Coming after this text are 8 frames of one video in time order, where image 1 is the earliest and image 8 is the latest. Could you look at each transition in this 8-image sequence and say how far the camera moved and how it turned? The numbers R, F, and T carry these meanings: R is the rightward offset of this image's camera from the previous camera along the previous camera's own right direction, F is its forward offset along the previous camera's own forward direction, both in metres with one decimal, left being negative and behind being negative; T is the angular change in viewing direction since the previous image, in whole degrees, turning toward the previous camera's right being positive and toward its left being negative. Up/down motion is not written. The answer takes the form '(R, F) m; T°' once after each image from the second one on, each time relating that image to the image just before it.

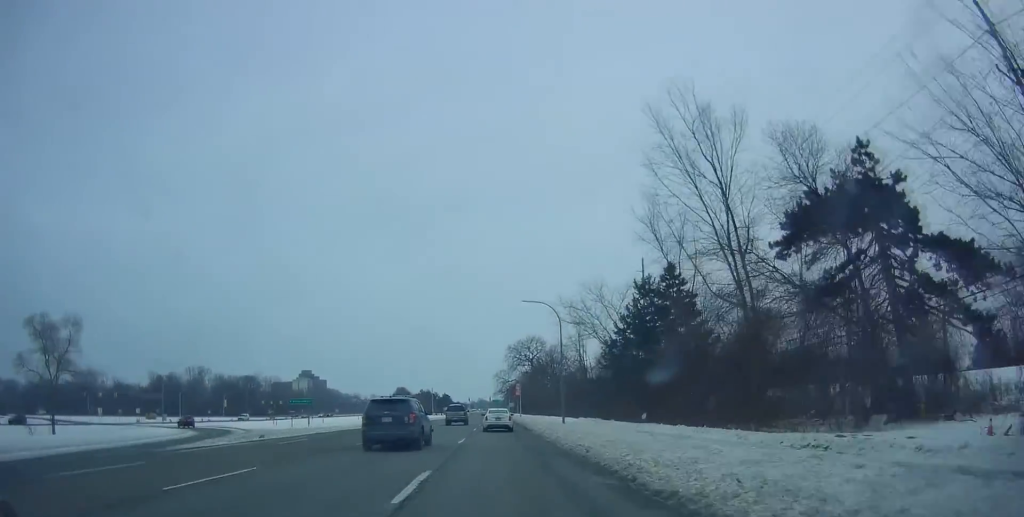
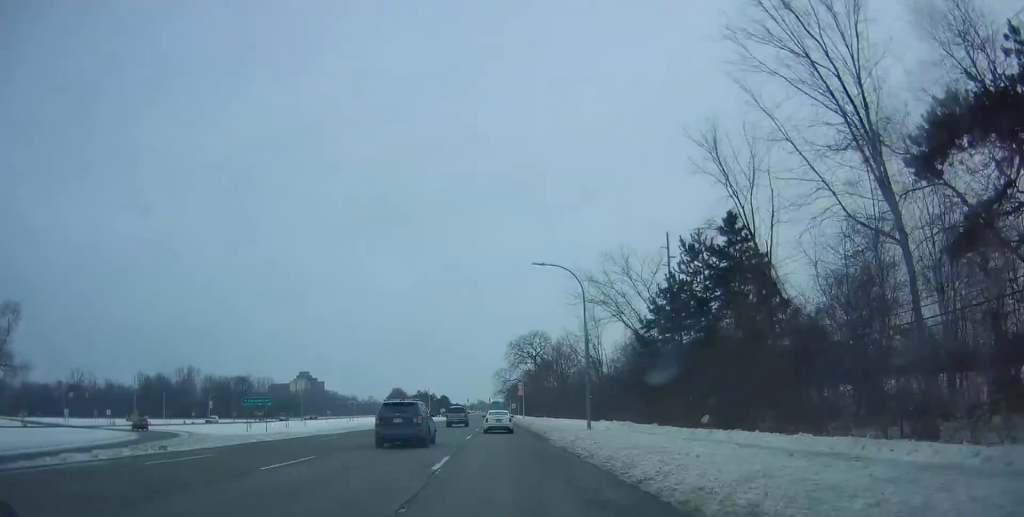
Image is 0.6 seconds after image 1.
(+0.1, +10.8) m; -1°
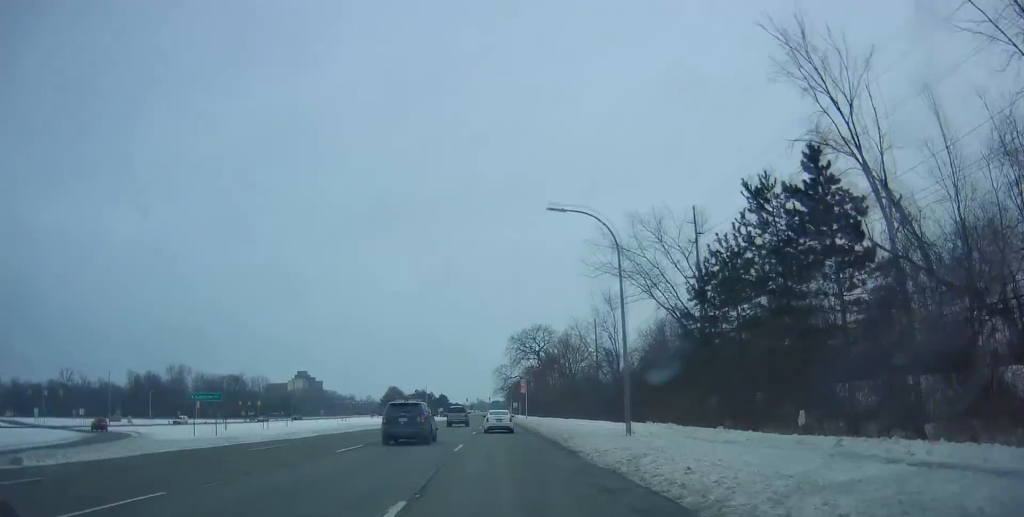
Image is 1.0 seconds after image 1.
(-0.2, +8.8) m; -1°
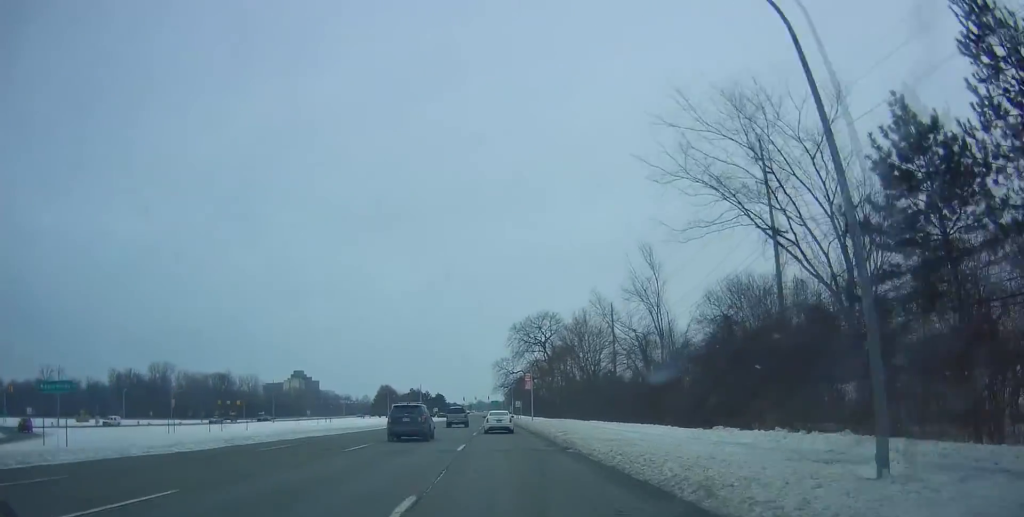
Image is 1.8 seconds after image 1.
(-0.2, +15.1) m; 0°
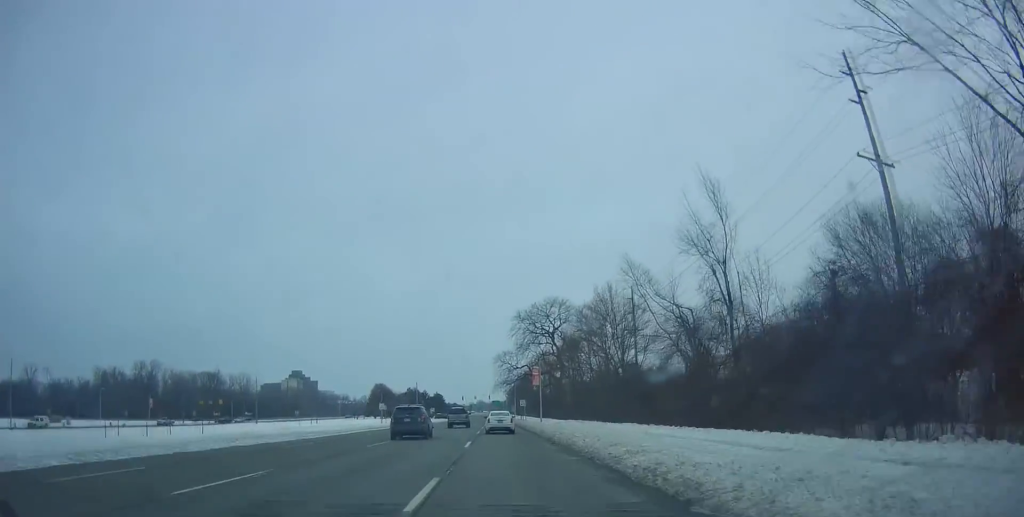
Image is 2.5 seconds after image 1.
(-0.2, +12.5) m; +1°
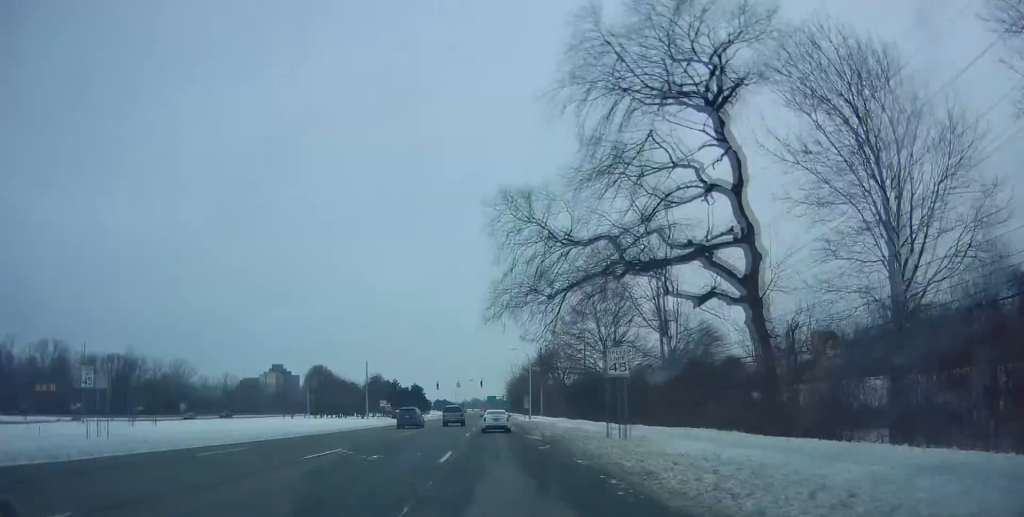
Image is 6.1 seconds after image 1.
(+1.0, +67.2) m; +1°
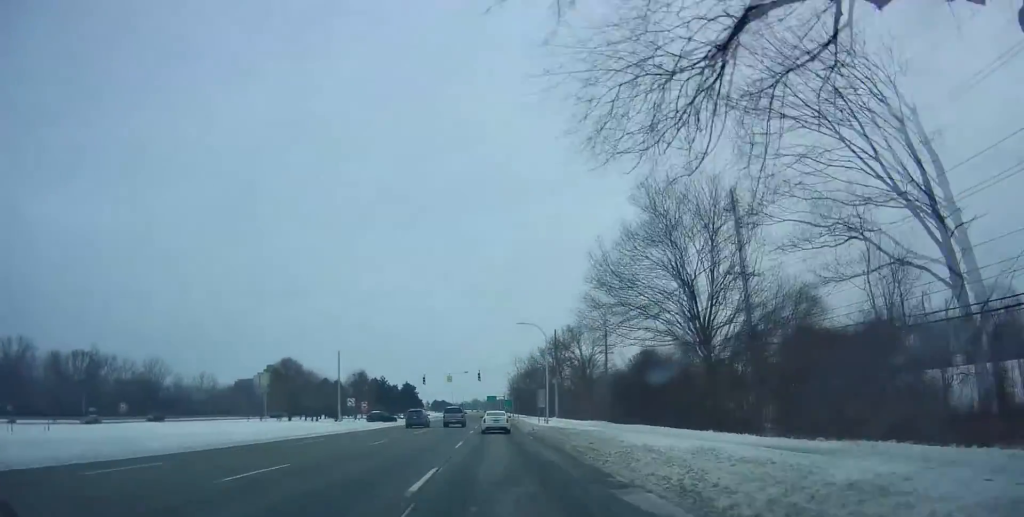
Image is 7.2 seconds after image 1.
(+0.6, +21.3) m; +1°
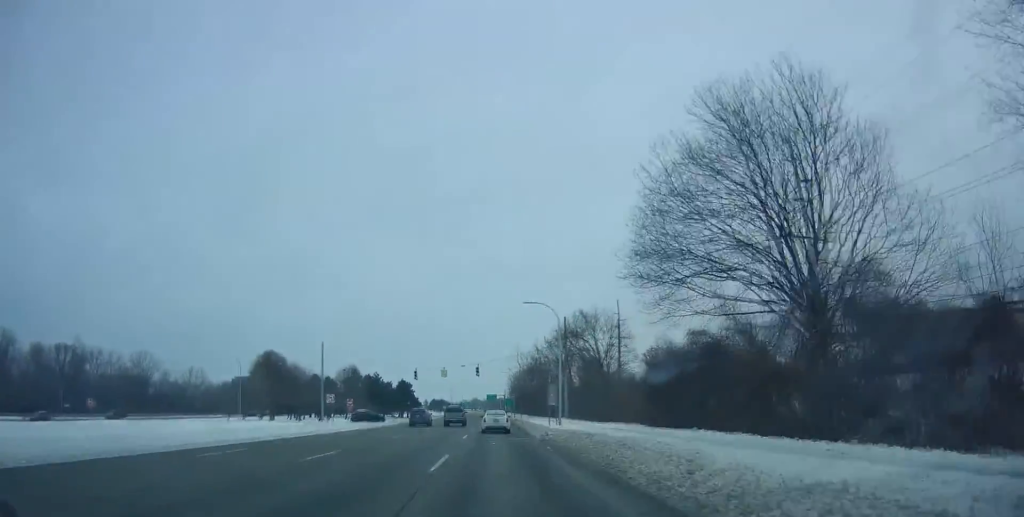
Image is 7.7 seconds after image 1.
(0.0, +9.4) m; -1°
